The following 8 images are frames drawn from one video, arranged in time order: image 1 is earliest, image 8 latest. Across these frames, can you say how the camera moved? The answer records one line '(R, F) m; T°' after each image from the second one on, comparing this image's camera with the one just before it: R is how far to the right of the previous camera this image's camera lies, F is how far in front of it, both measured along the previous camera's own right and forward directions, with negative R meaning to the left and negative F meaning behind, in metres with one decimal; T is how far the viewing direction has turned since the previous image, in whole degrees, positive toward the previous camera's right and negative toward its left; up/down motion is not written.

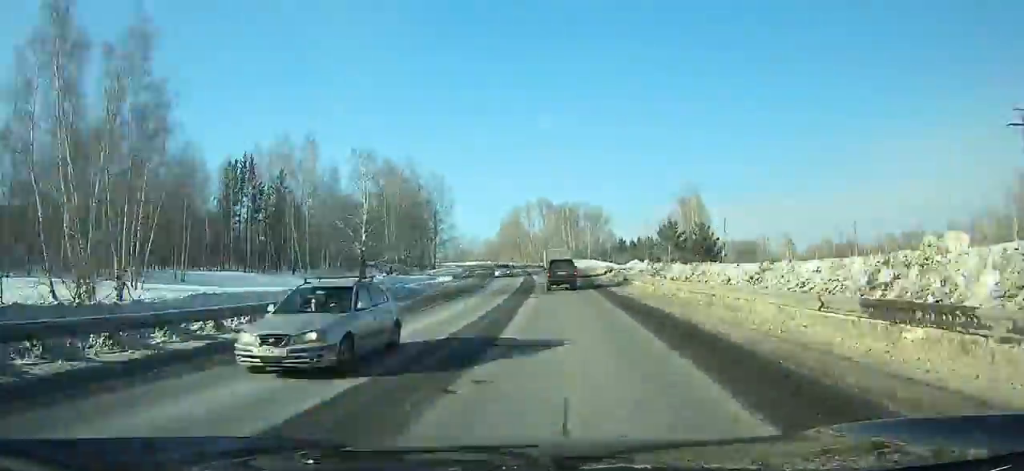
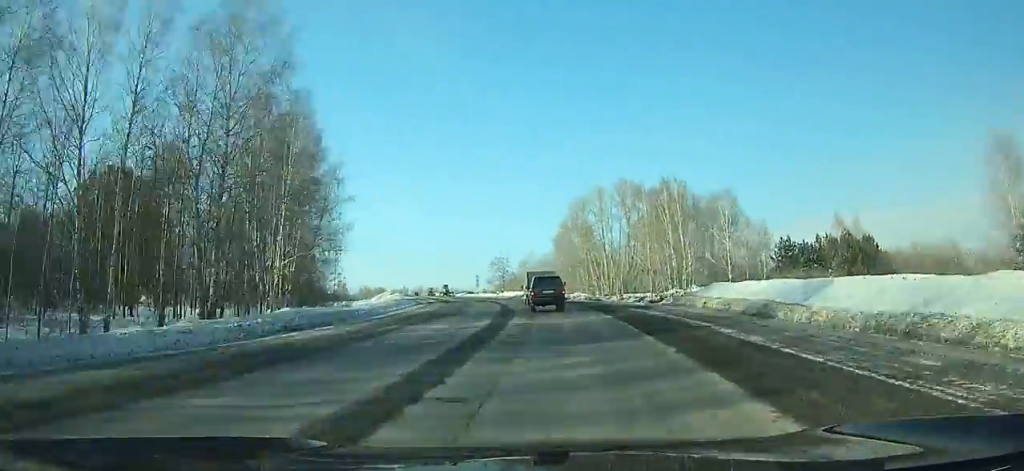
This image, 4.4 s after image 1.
(-8.1, +83.6) m; -10°
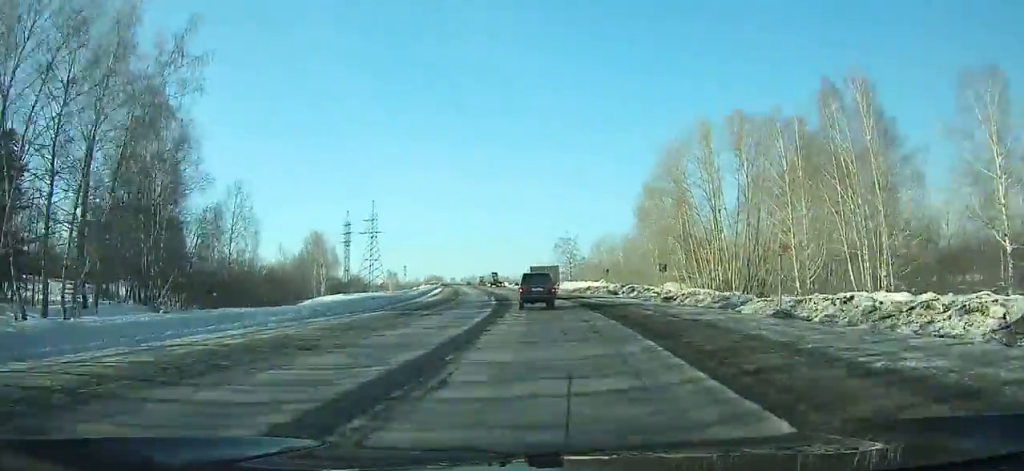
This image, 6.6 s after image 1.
(-1.5, +40.4) m; -6°
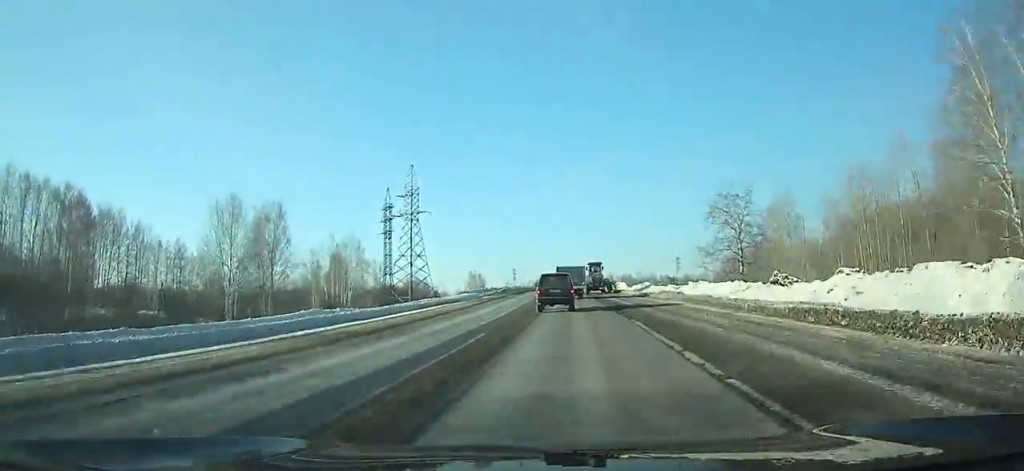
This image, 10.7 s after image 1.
(-7.4, +71.2) m; -9°
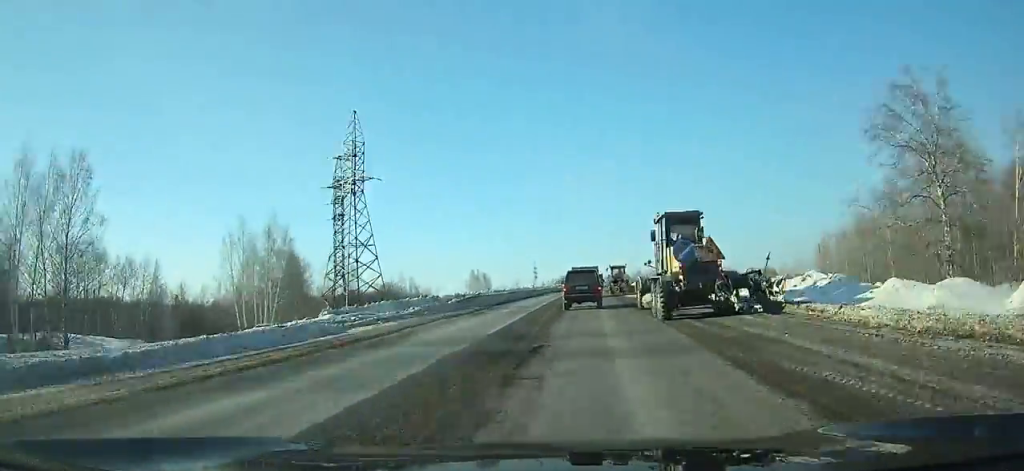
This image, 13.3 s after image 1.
(-1.6, +43.7) m; -3°
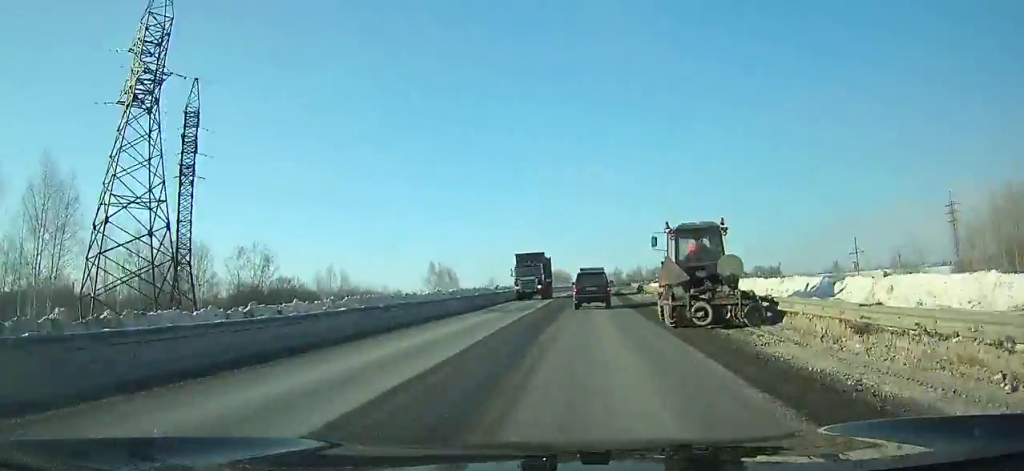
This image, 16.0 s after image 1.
(-0.5, +45.0) m; 0°
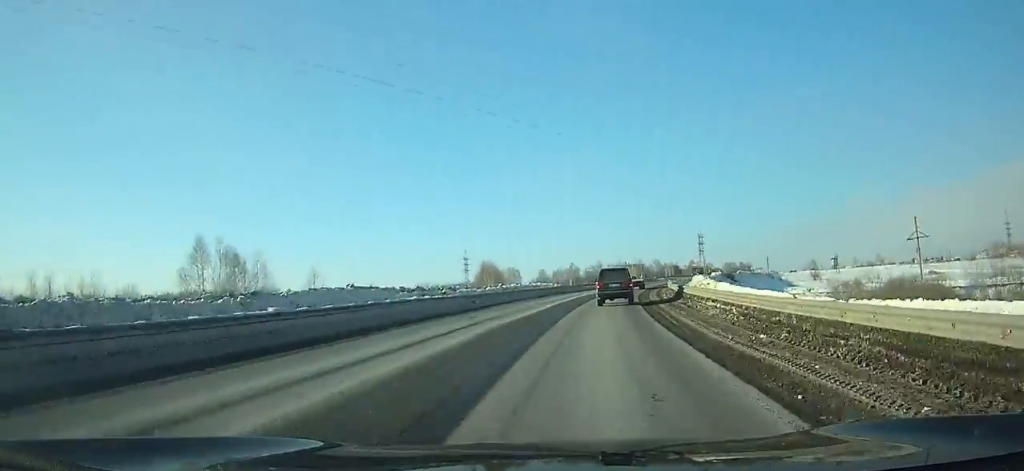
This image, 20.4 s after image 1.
(+1.3, +74.6) m; +4°
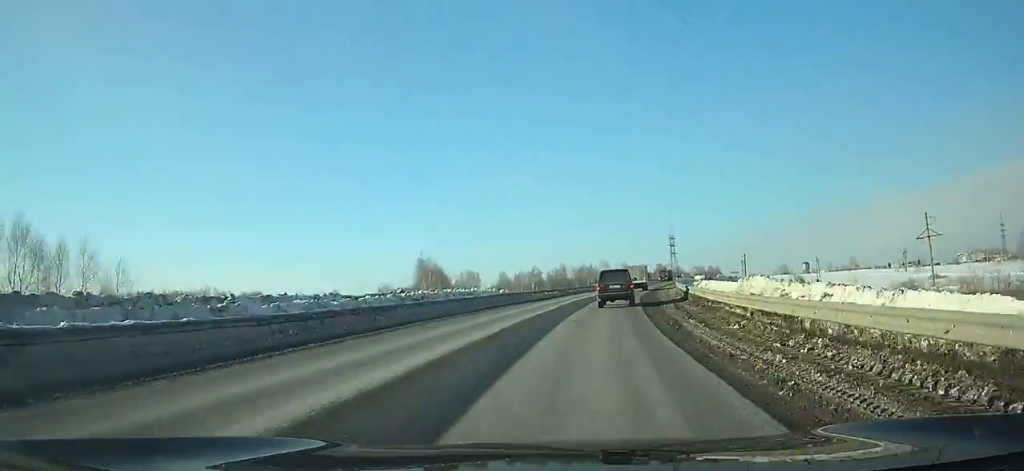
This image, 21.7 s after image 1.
(+0.4, +22.7) m; +2°
